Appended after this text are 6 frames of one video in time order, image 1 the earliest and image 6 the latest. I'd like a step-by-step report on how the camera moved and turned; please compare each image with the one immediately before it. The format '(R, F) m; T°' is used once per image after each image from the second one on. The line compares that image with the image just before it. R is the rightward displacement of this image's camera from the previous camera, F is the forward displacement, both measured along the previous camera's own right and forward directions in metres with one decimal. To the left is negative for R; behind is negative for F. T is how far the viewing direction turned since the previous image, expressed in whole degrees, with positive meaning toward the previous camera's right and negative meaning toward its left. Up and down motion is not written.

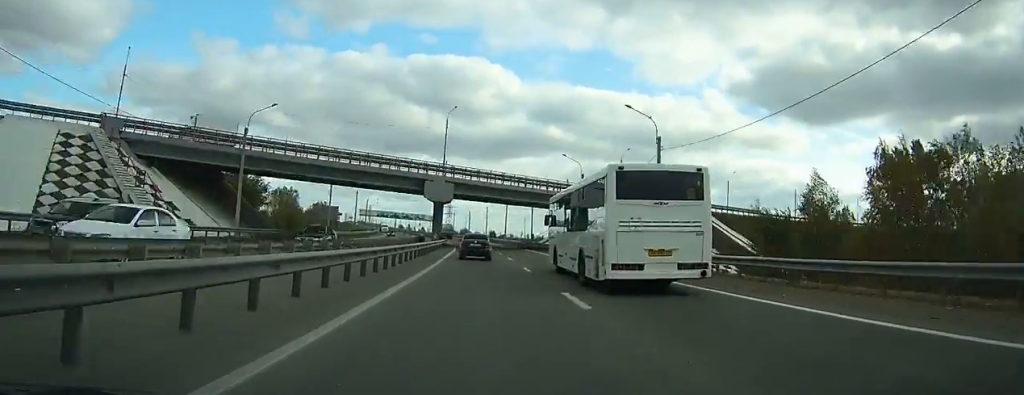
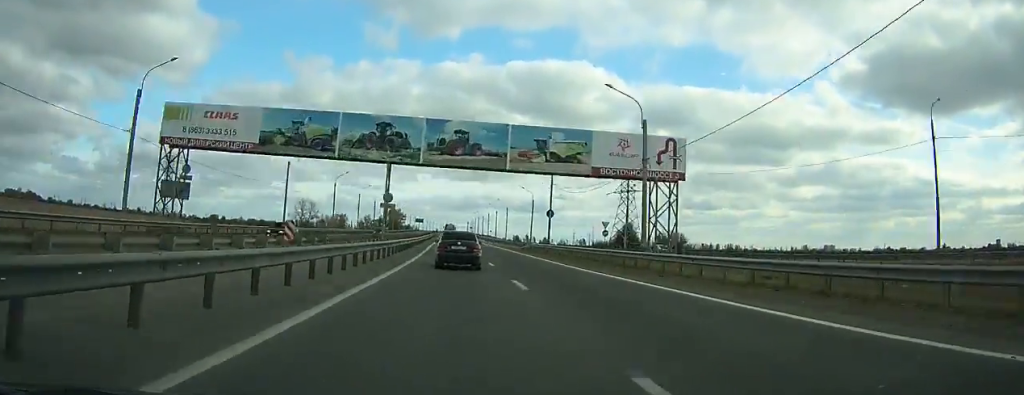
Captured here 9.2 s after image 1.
(-28.4, +229.8) m; -13°
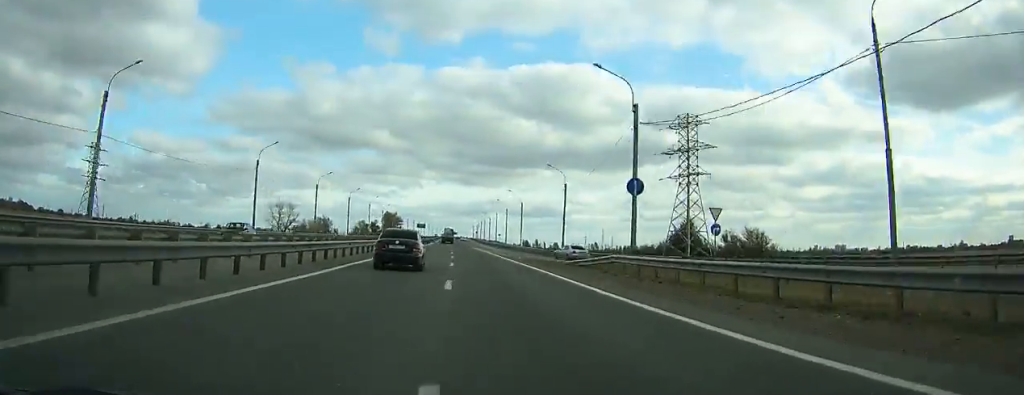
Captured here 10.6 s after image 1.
(-0.6, +36.9) m; -1°
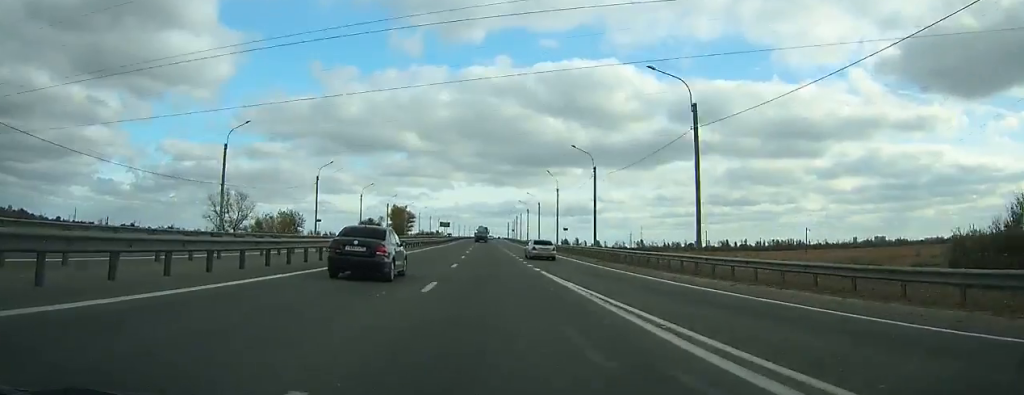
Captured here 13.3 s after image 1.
(-1.4, +71.5) m; -2°
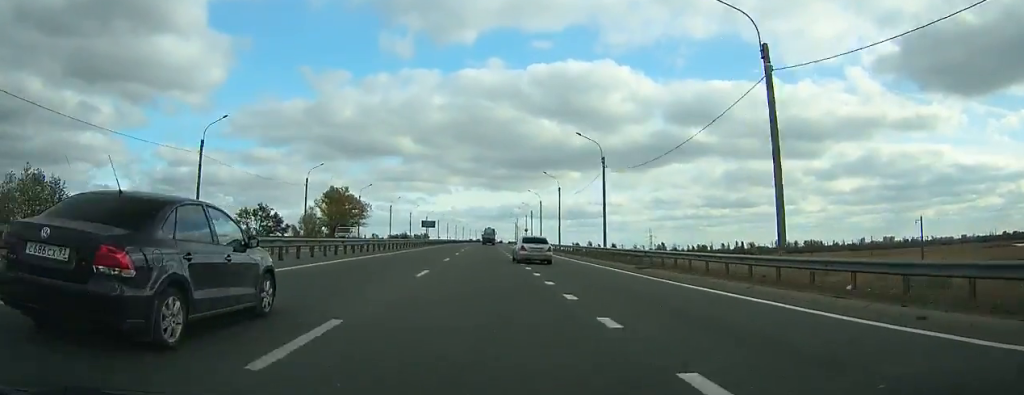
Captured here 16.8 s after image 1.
(-1.3, +92.9) m; -1°
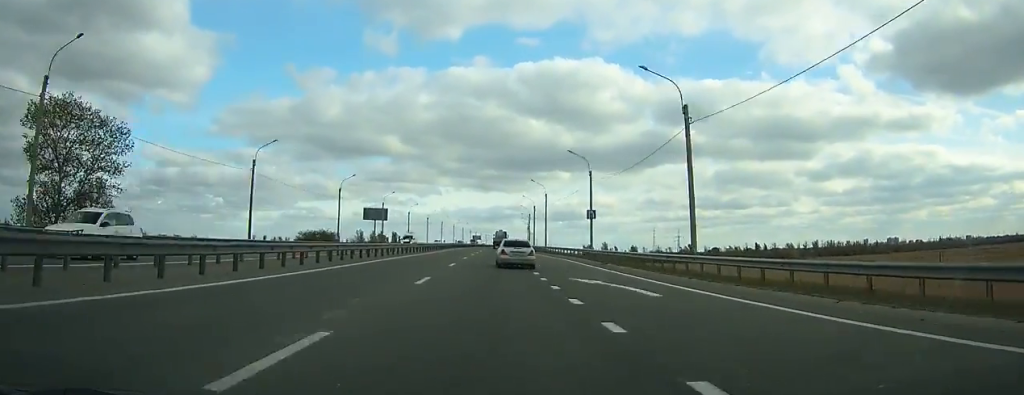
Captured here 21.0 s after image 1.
(+0.2, +111.2) m; +1°
